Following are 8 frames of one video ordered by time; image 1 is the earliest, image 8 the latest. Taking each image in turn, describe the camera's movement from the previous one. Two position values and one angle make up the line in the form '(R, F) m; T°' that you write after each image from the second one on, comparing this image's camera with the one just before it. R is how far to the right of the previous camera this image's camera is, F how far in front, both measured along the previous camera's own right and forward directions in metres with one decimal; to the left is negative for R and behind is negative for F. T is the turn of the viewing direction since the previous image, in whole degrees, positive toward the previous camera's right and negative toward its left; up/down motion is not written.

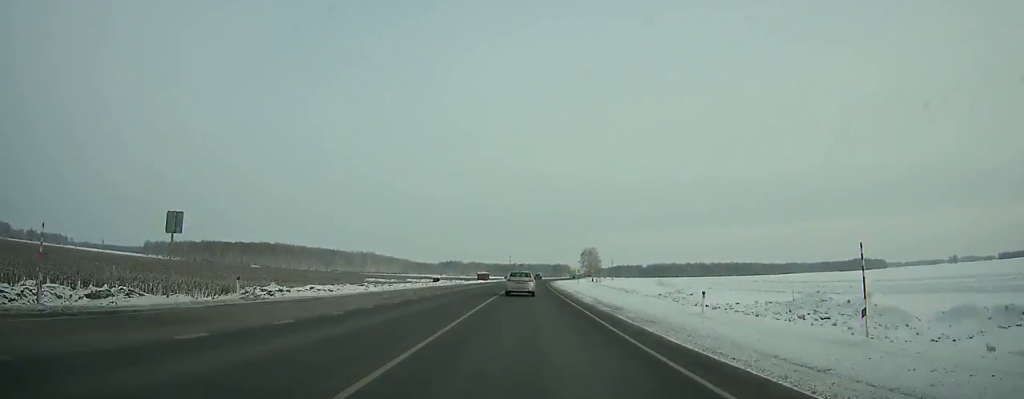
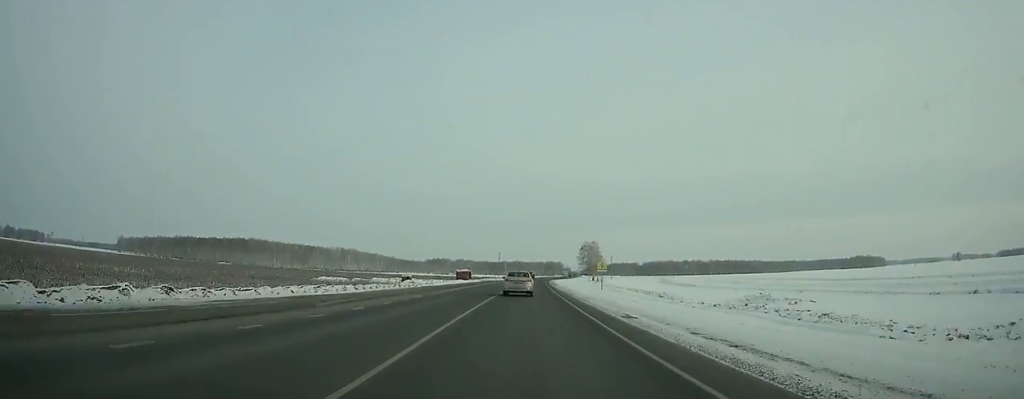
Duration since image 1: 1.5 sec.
(+0.5, +36.7) m; +1°
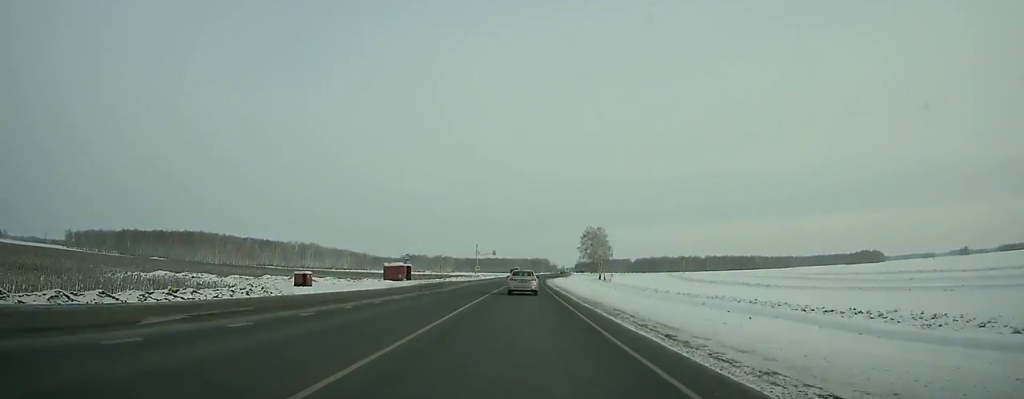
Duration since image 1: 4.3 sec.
(+0.9, +68.1) m; +1°
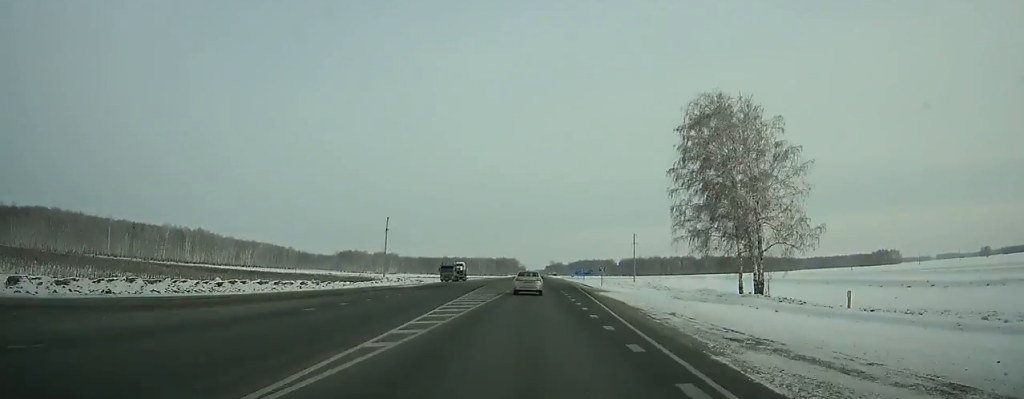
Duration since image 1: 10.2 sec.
(+4.2, +140.9) m; +3°
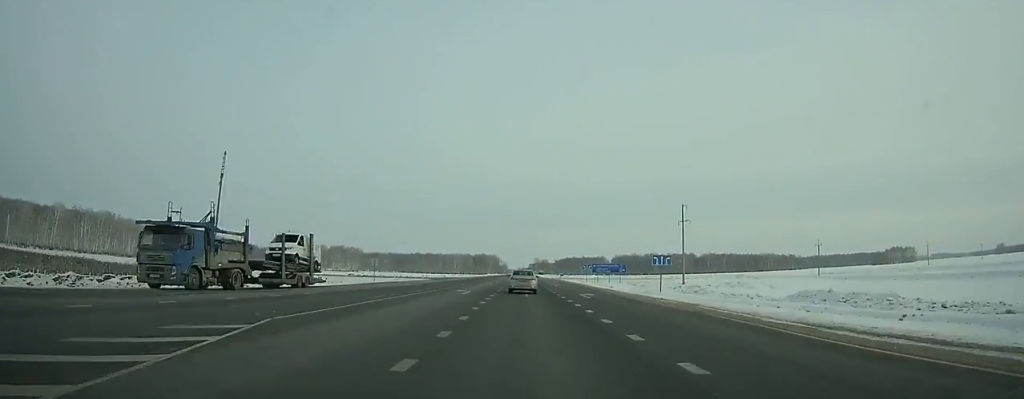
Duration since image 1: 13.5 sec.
(+1.0, +78.2) m; +1°
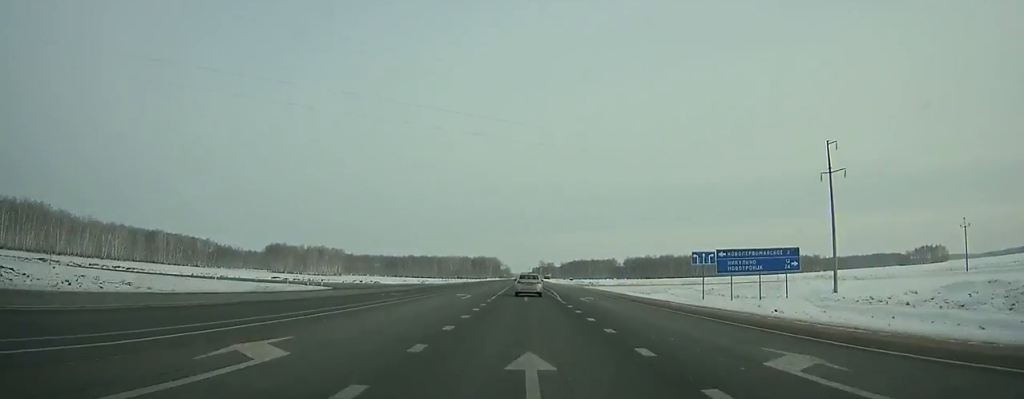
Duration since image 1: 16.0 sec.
(+0.1, +59.4) m; 0°
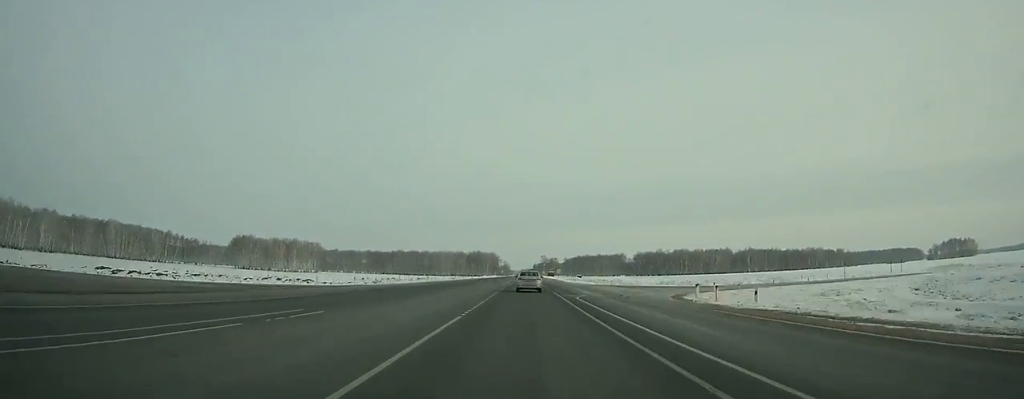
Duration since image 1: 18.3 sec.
(0.0, +54.8) m; 0°
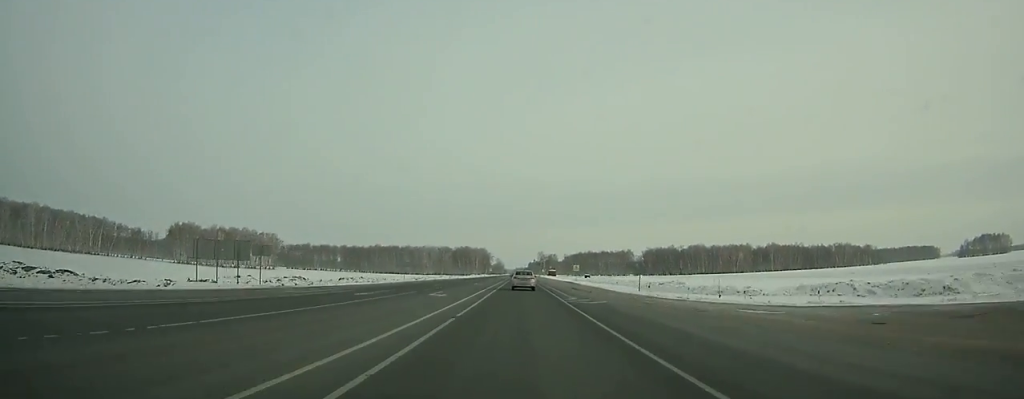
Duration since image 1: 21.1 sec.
(0.0, +67.4) m; 0°
